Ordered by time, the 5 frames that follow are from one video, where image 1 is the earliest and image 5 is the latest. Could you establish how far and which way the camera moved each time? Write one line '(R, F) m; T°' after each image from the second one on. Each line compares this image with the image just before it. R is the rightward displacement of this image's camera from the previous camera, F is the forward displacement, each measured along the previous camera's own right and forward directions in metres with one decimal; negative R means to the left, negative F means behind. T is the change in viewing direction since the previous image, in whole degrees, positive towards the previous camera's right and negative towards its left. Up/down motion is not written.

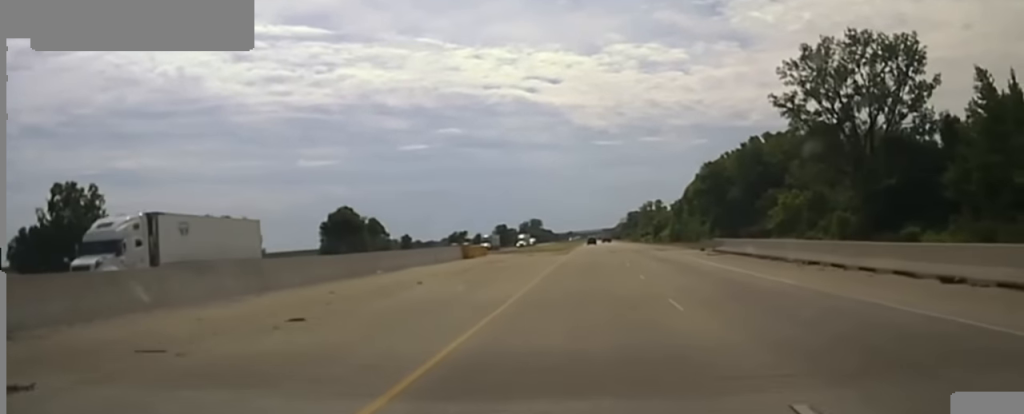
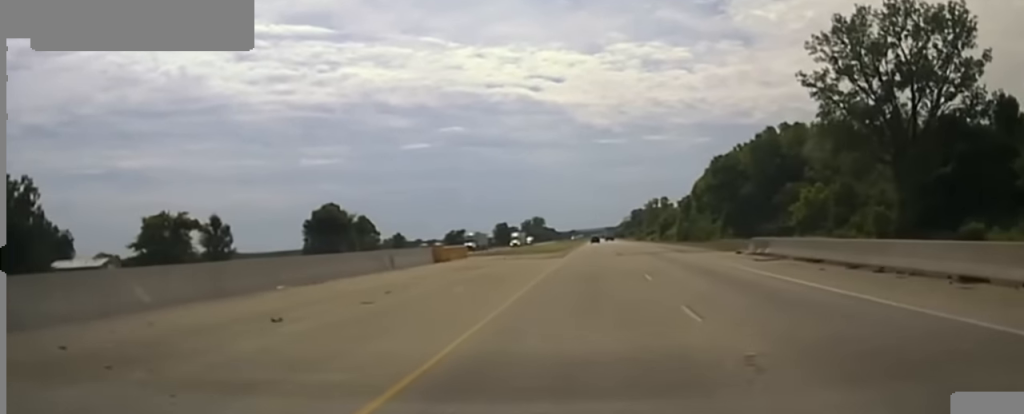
(0.0, +11.1) m; 0°
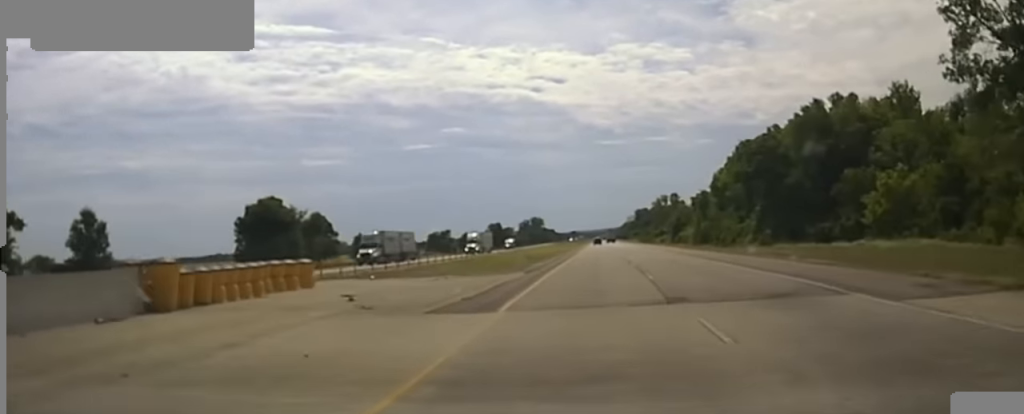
(-0.3, +34.9) m; 0°
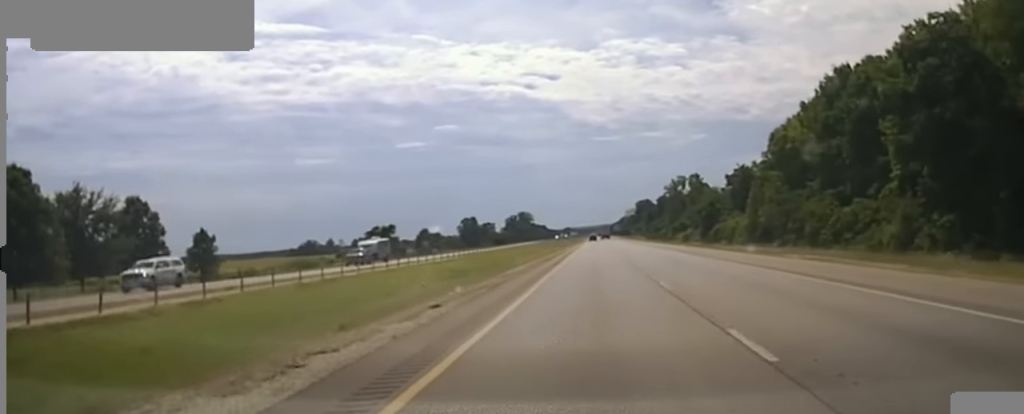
(+0.3, +98.1) m; +1°
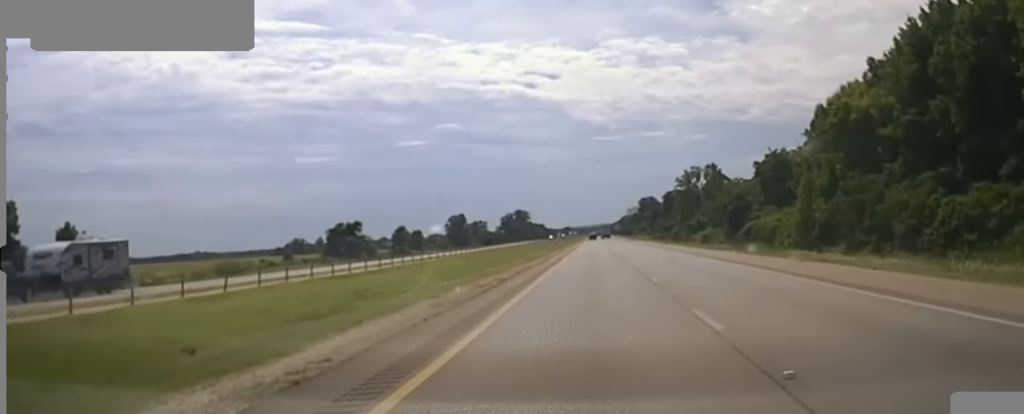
(+0.3, +38.5) m; 0°
